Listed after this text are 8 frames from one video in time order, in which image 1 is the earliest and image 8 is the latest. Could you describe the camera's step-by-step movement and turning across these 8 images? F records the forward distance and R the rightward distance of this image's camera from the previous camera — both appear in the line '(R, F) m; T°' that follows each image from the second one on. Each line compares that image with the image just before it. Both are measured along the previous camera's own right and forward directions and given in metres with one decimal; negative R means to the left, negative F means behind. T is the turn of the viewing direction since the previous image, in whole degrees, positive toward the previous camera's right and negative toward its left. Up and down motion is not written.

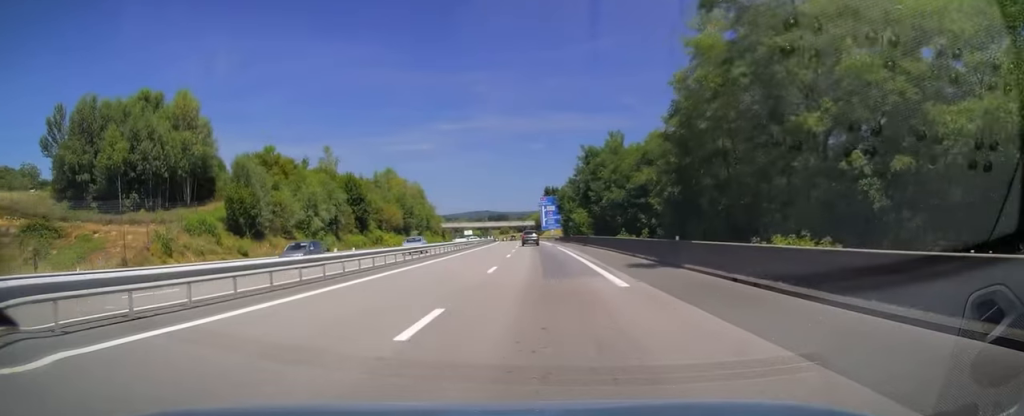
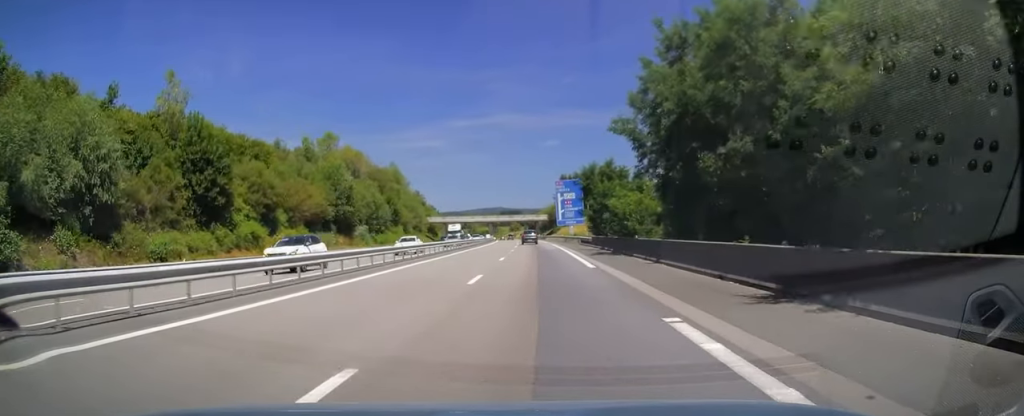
(-0.3, +44.0) m; -1°
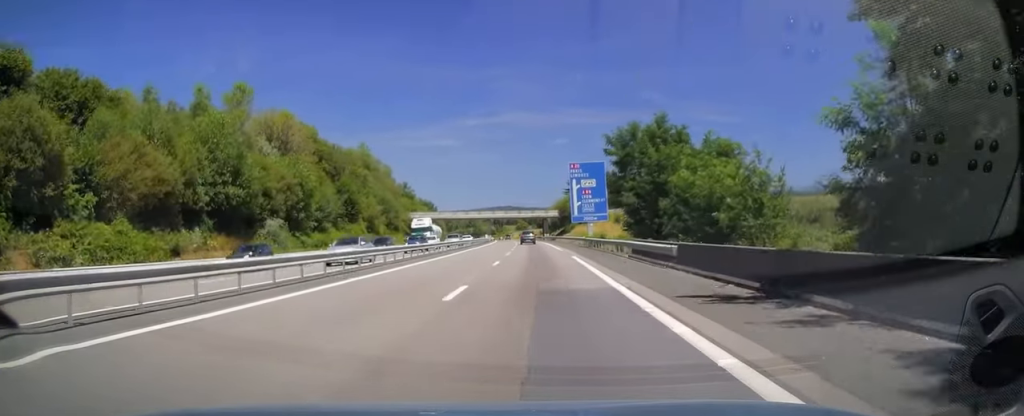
(-0.3, +29.7) m; -1°
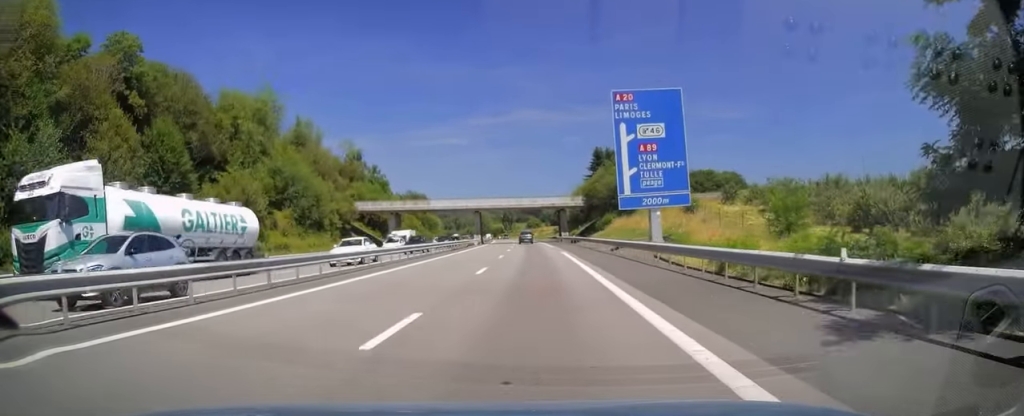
(-0.5, +44.0) m; -1°
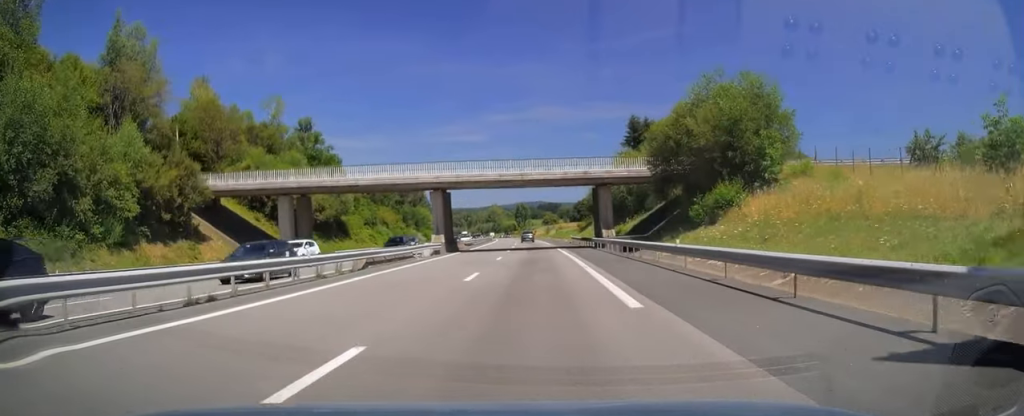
(-0.6, +42.0) m; -1°
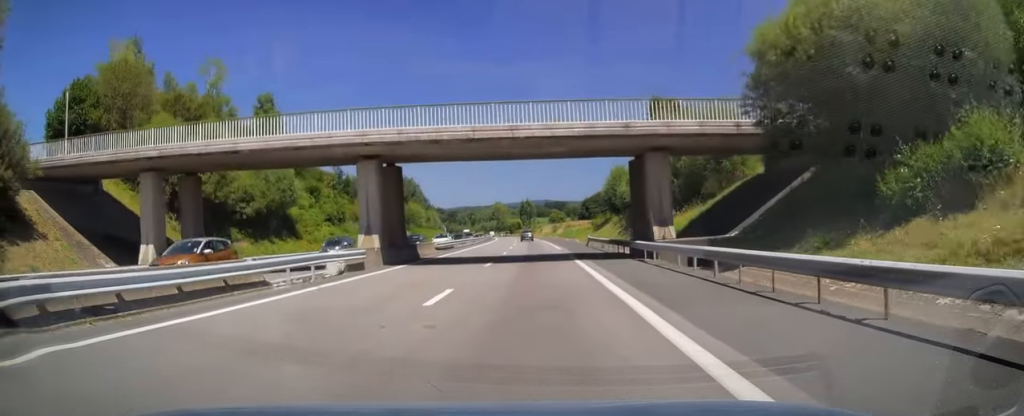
(-0.1, +18.8) m; -1°
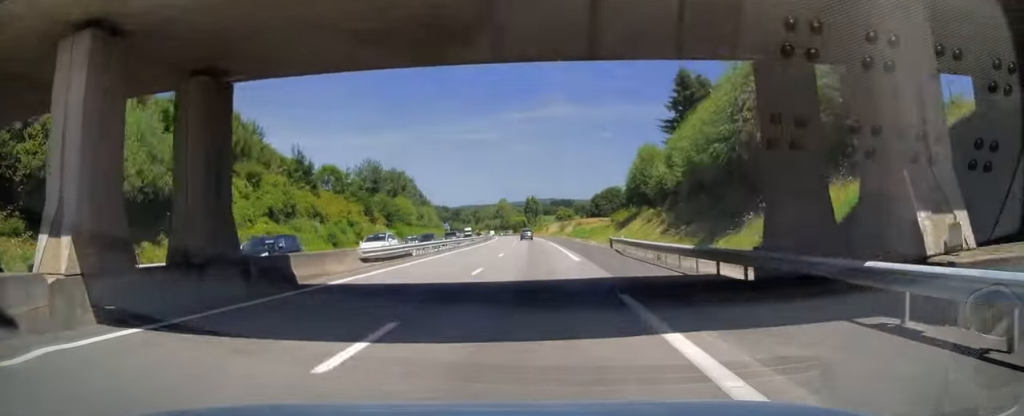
(0.0, +18.3) m; -1°
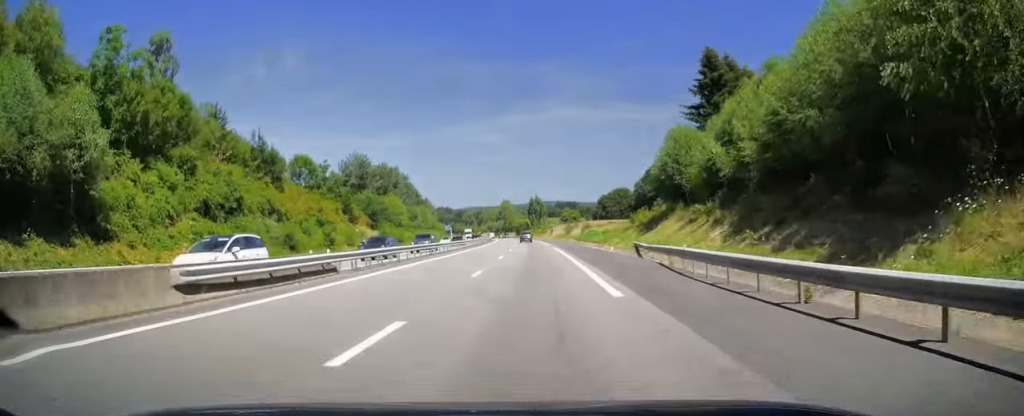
(-0.1, +12.9) m; -1°
